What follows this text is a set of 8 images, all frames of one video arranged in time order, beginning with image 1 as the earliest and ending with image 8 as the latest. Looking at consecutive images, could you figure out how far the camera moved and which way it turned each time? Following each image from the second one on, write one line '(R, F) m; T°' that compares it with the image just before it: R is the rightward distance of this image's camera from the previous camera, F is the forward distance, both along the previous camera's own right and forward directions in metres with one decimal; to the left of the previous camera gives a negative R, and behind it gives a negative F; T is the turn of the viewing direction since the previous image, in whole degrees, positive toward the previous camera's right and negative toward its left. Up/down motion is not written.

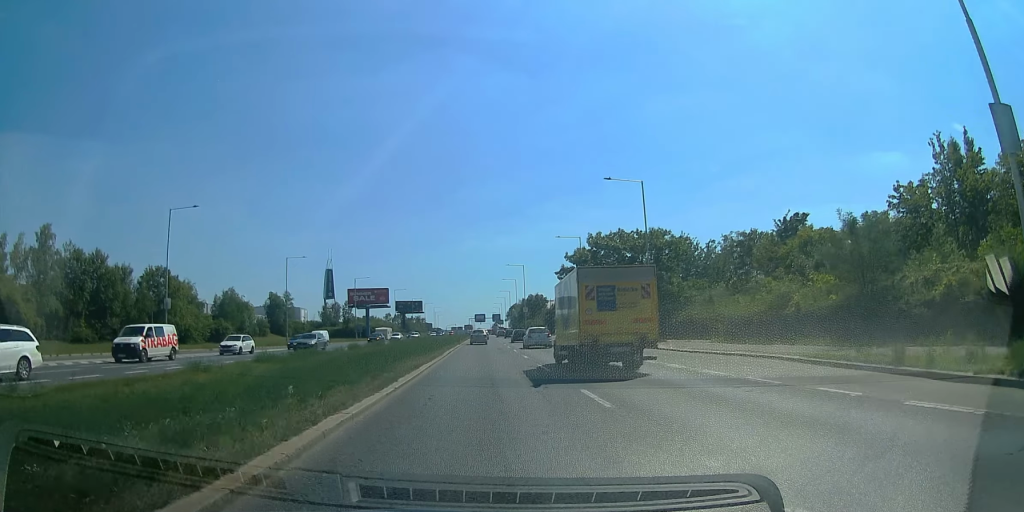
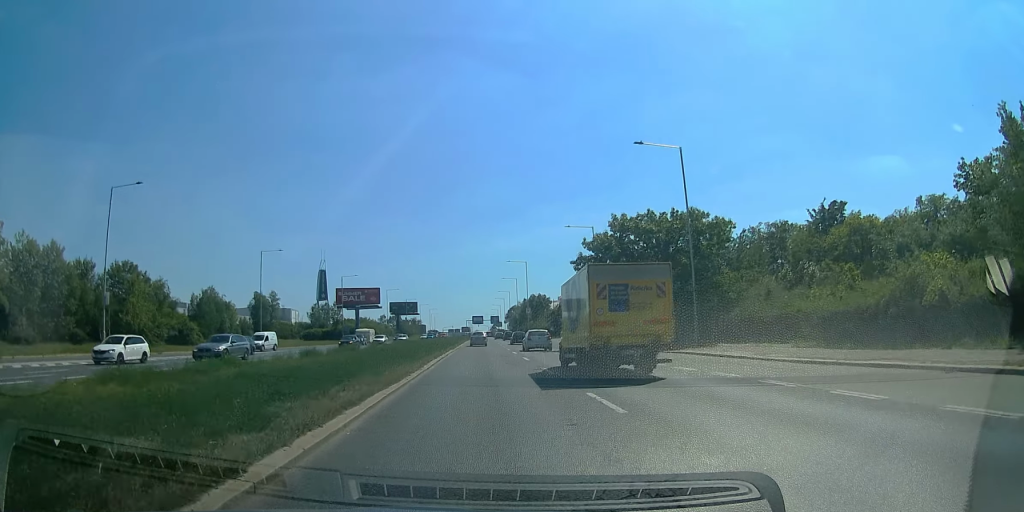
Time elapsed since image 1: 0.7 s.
(-0.2, +9.7) m; +3°
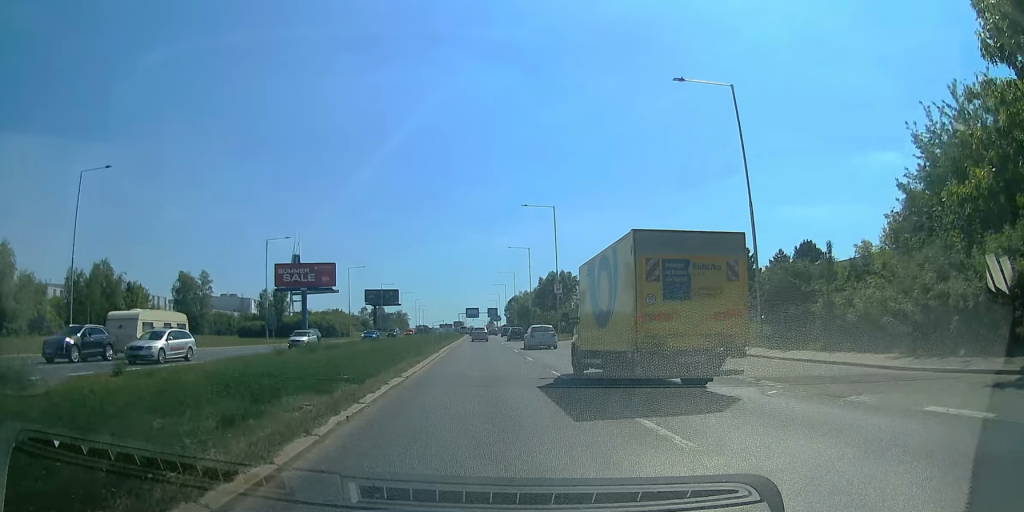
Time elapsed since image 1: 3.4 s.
(-0.8, +38.6) m; -1°
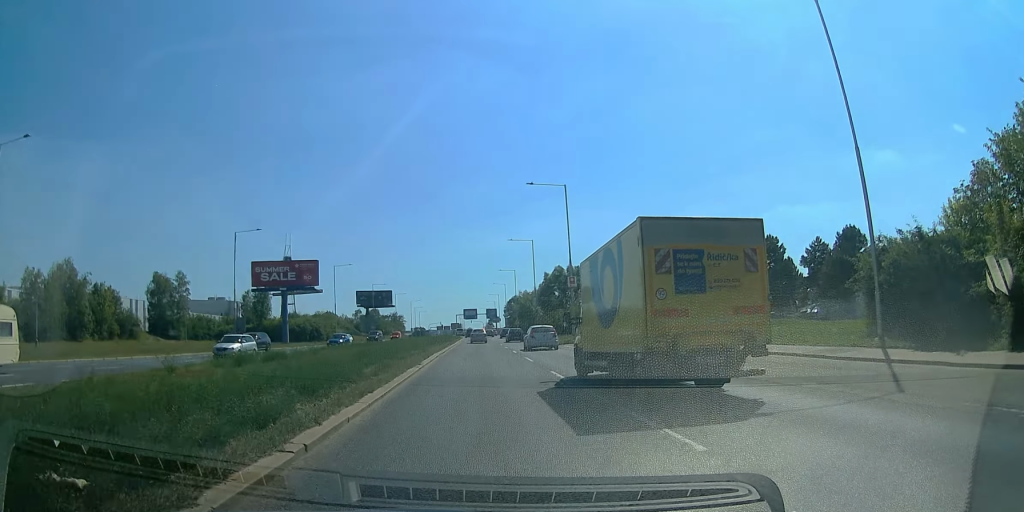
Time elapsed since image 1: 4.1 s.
(+0.3, +9.3) m; +1°
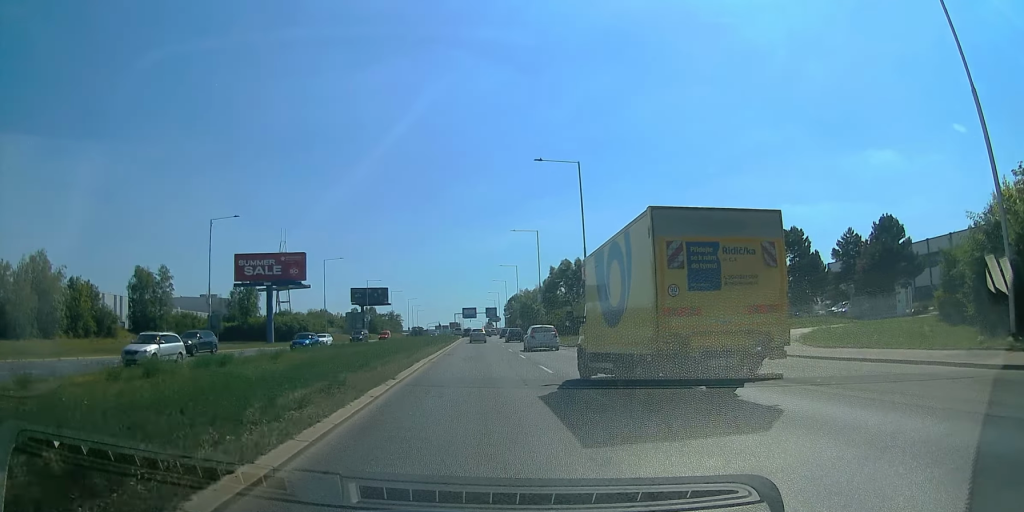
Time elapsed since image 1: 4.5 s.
(+0.4, +6.3) m; 0°
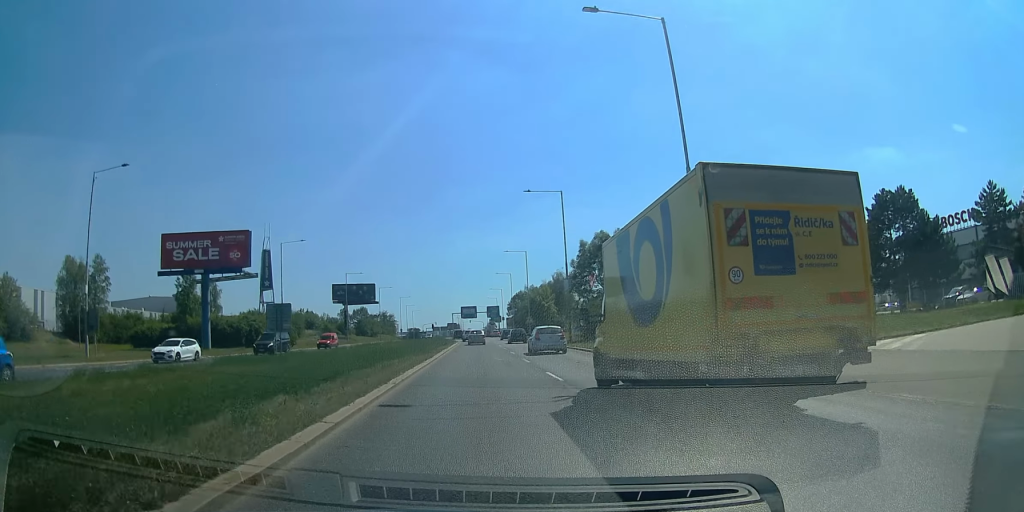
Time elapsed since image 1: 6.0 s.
(-0.6, +20.7) m; 0°
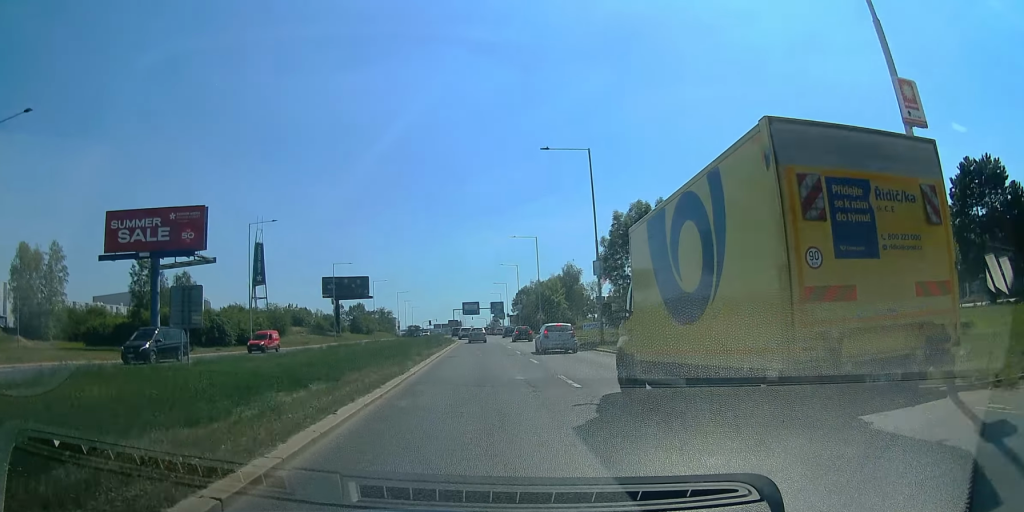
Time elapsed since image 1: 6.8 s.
(+0.7, +11.4) m; 0°
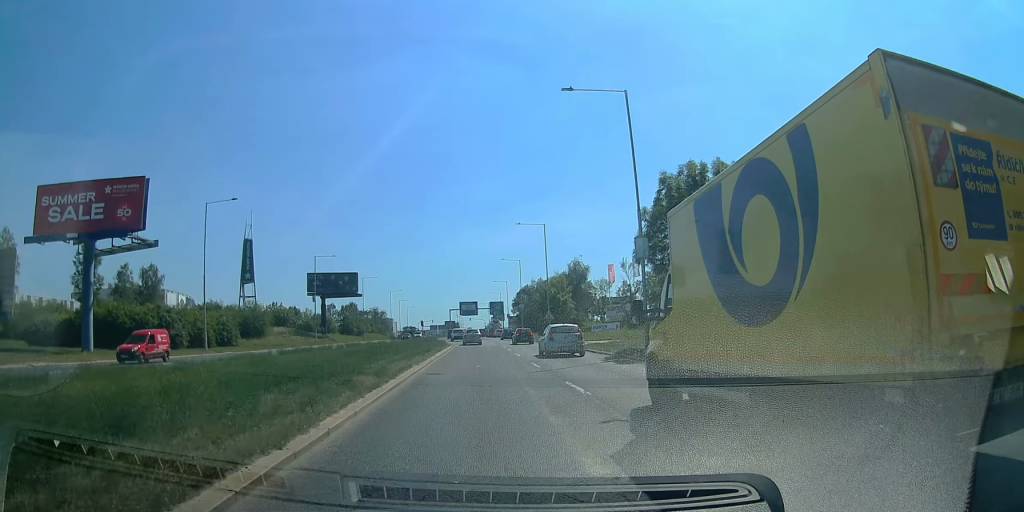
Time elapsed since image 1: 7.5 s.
(-0.6, +10.1) m; -3°
